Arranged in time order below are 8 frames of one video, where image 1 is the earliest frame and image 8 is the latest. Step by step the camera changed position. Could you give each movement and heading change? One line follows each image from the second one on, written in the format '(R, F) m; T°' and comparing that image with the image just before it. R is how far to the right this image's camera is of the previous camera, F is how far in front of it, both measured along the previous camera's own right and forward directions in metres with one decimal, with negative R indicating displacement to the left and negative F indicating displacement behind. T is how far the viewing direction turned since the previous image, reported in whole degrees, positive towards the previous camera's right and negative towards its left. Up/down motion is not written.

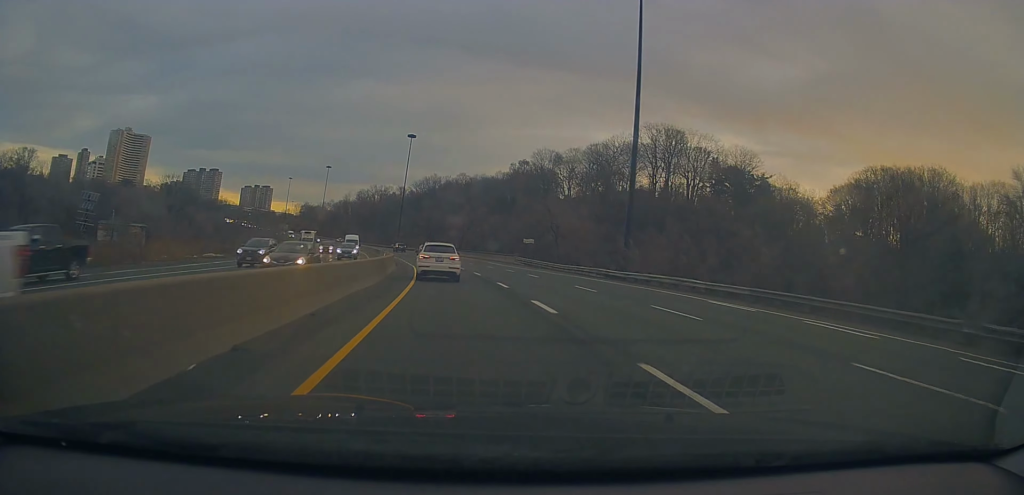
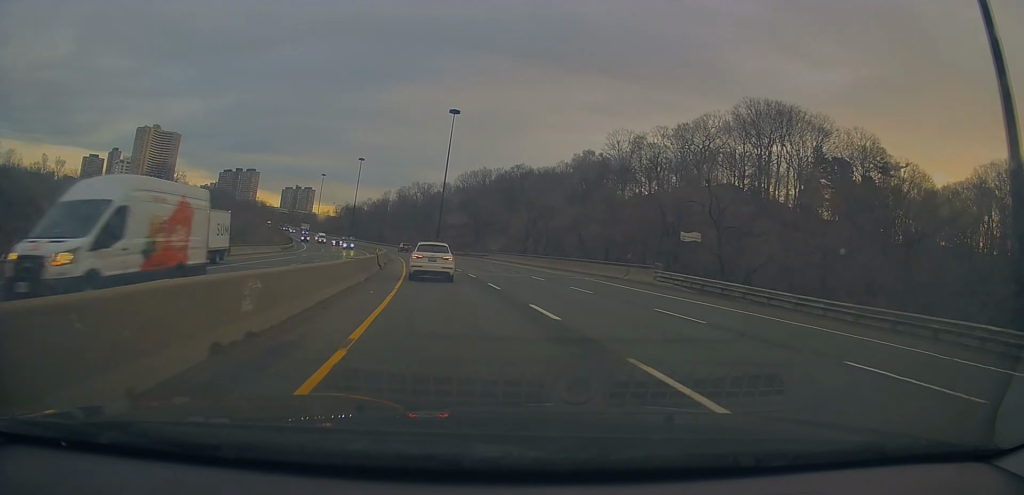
(-1.7, +36.2) m; -6°
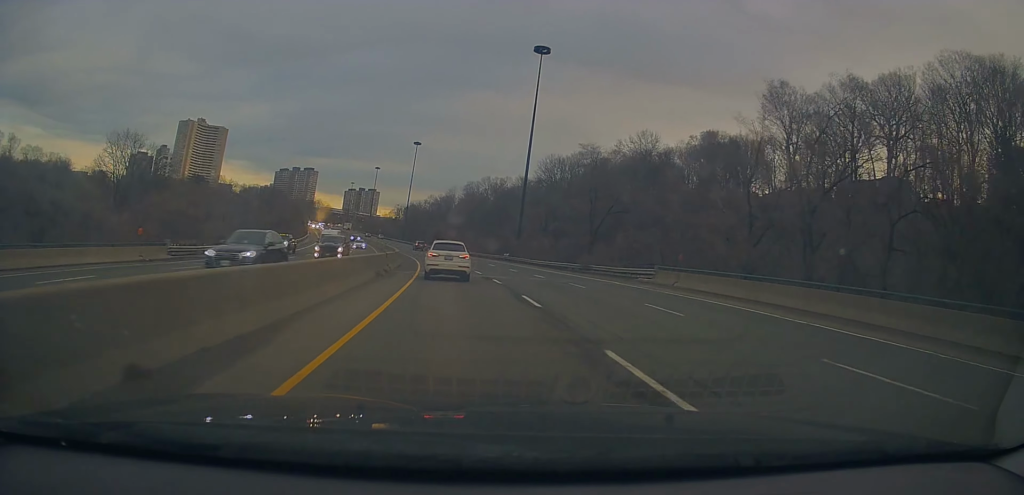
(-2.9, +48.7) m; -6°
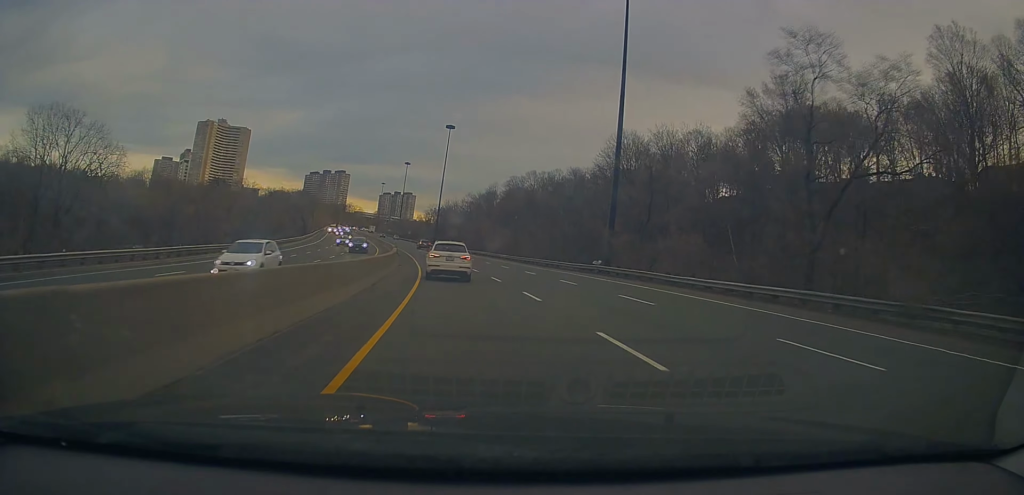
(-1.3, +34.5) m; -5°
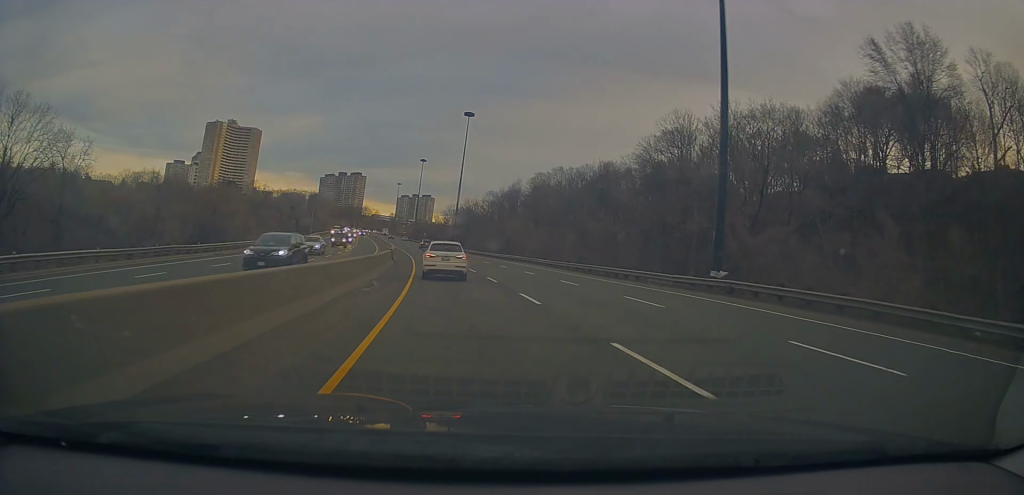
(-0.4, +19.5) m; -3°
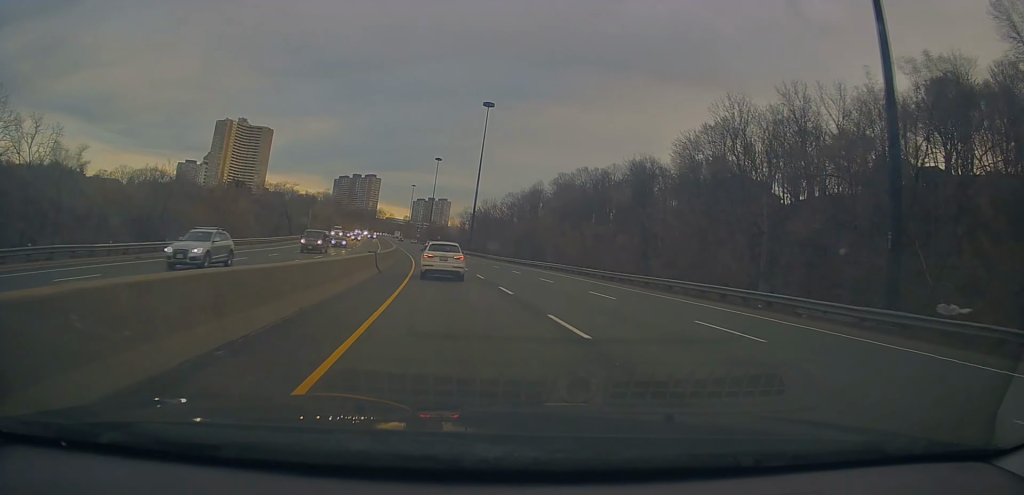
(-0.4, +14.4) m; -1°
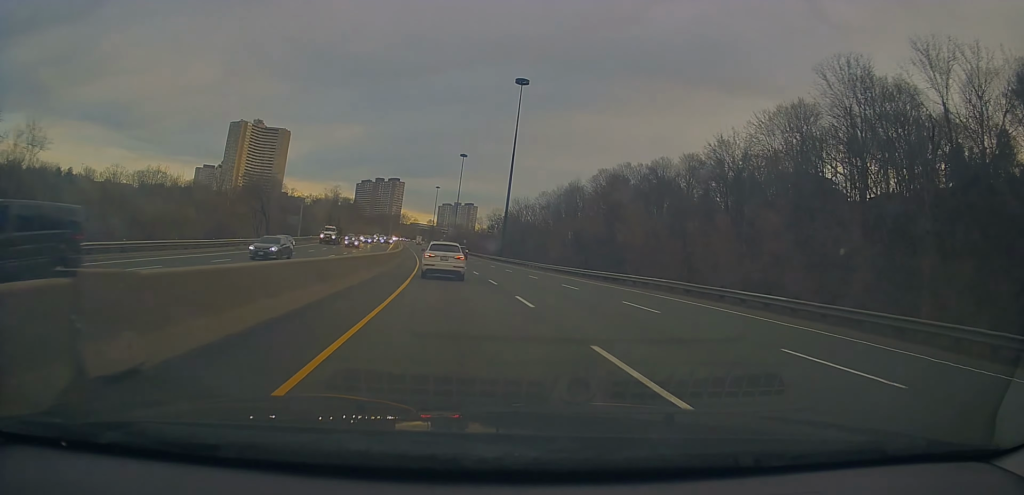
(-0.3, +22.2) m; -2°
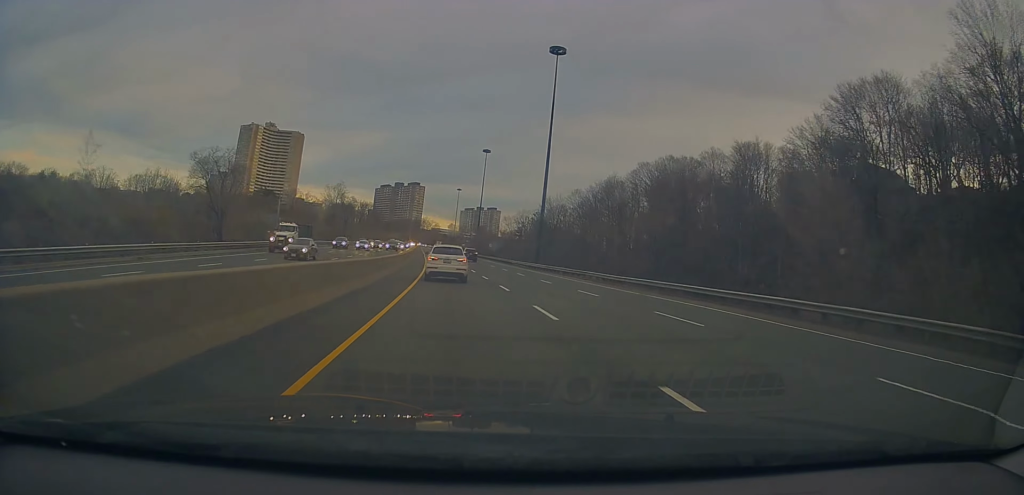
(+0.1, +20.4) m; -2°
